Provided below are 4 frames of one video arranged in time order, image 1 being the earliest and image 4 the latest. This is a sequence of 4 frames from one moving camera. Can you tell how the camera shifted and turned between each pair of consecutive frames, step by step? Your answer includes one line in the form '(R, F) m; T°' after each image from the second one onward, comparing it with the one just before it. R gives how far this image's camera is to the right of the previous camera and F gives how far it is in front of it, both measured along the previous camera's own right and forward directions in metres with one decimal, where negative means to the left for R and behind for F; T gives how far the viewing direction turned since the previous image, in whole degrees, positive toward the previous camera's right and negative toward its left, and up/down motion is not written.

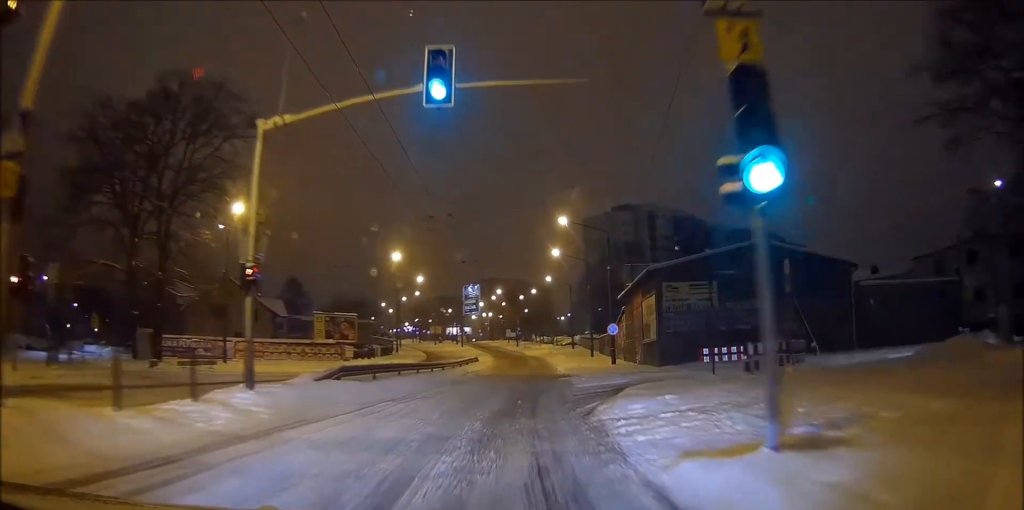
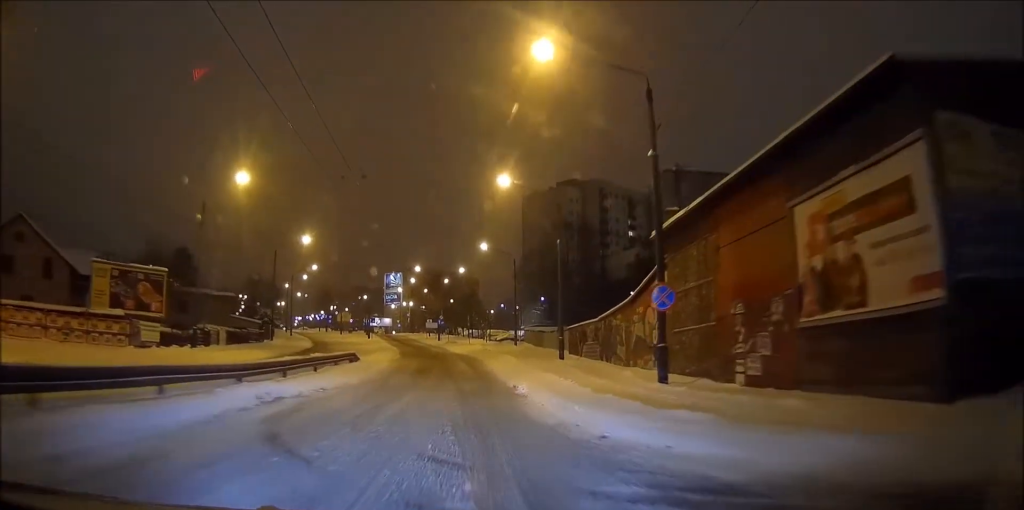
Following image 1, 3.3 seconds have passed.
(+3.0, +27.4) m; +11°
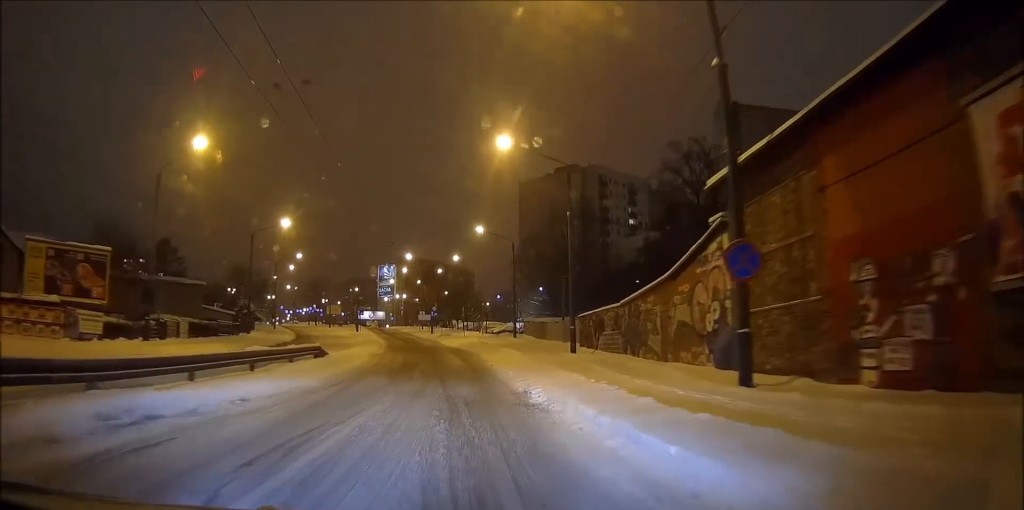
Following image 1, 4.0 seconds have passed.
(0.0, +6.1) m; 0°
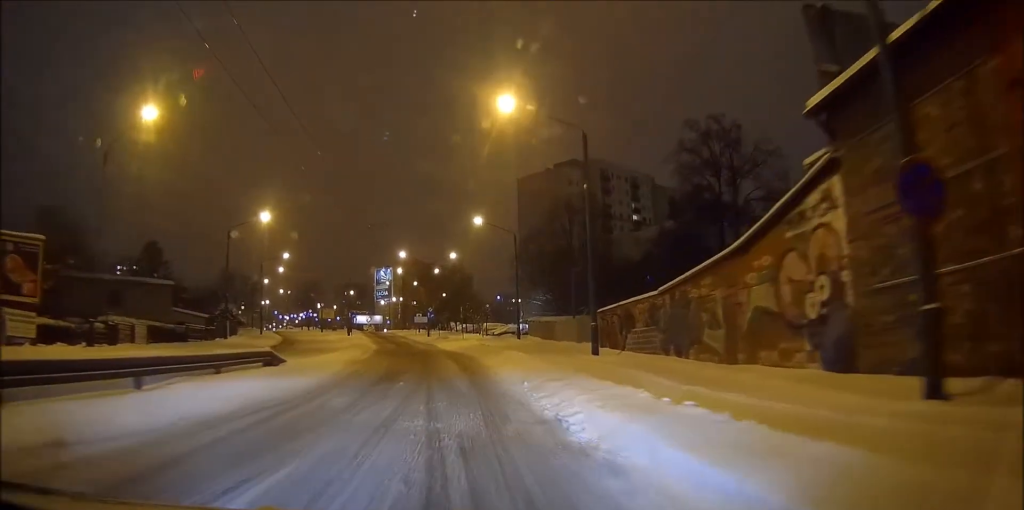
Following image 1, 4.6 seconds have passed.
(0.0, +5.9) m; -1°
